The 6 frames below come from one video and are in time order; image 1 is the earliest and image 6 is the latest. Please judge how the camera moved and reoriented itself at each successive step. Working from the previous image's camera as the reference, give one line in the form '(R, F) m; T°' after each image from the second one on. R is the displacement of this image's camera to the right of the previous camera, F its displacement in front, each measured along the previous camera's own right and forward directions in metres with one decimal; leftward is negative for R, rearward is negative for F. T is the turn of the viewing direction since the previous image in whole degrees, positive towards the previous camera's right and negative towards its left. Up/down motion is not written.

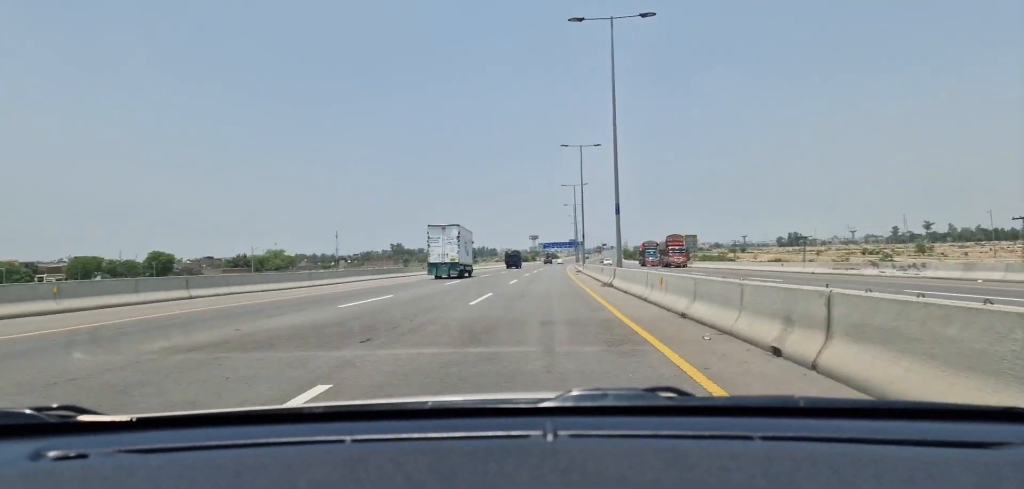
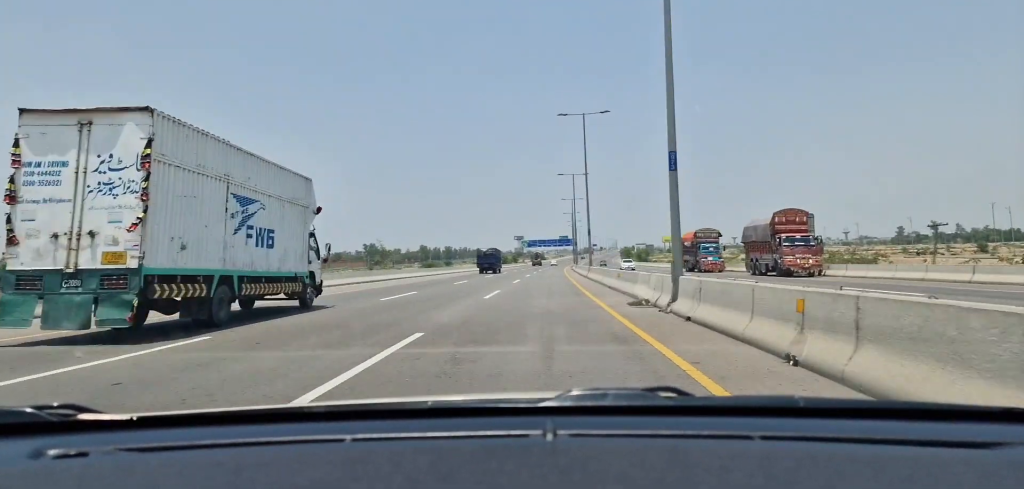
(+0.7, +49.8) m; +1°
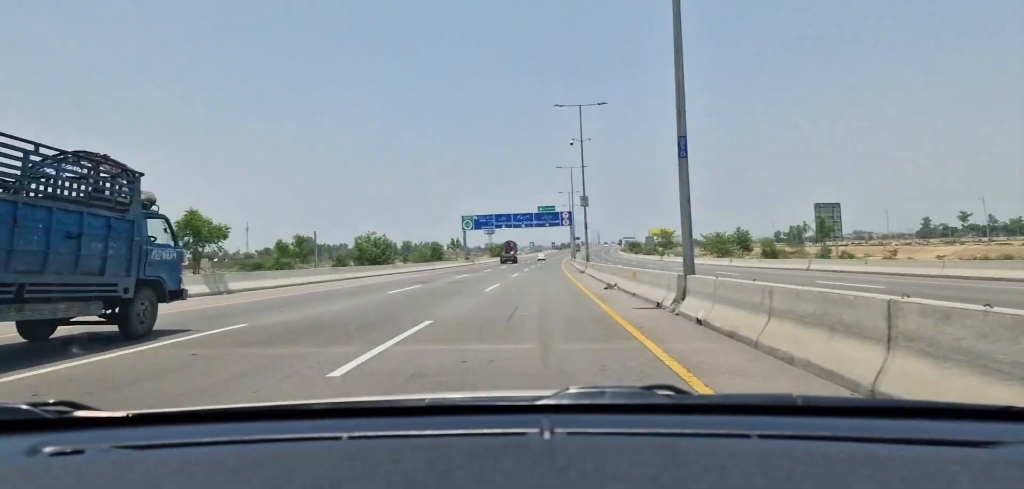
(+1.3, +104.8) m; +2°
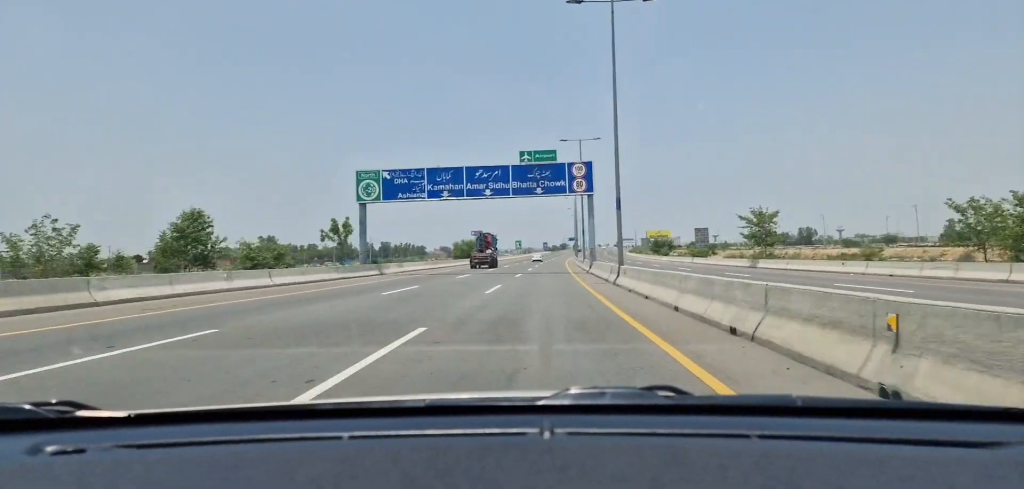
(+0.6, +56.7) m; +1°
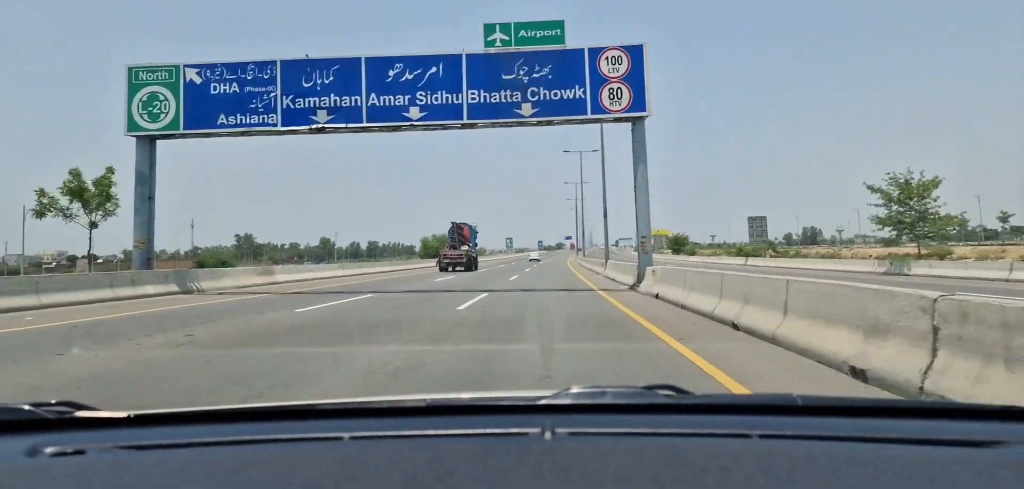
(+0.1, +25.8) m; +1°
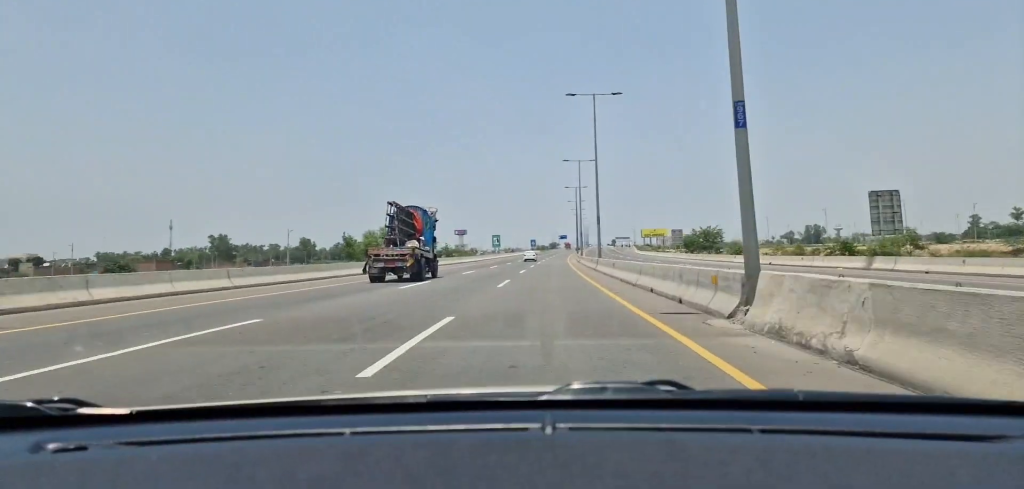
(0.0, +26.5) m; +1°
